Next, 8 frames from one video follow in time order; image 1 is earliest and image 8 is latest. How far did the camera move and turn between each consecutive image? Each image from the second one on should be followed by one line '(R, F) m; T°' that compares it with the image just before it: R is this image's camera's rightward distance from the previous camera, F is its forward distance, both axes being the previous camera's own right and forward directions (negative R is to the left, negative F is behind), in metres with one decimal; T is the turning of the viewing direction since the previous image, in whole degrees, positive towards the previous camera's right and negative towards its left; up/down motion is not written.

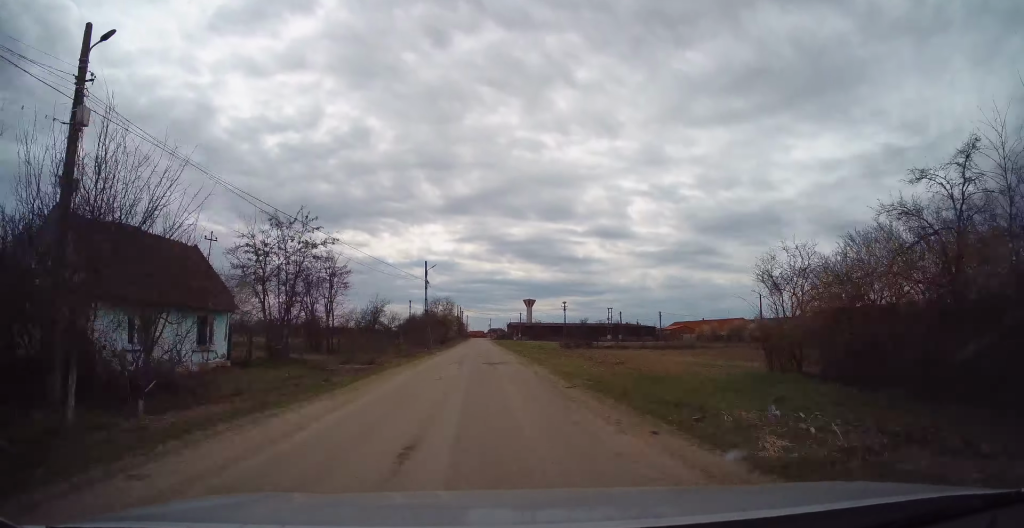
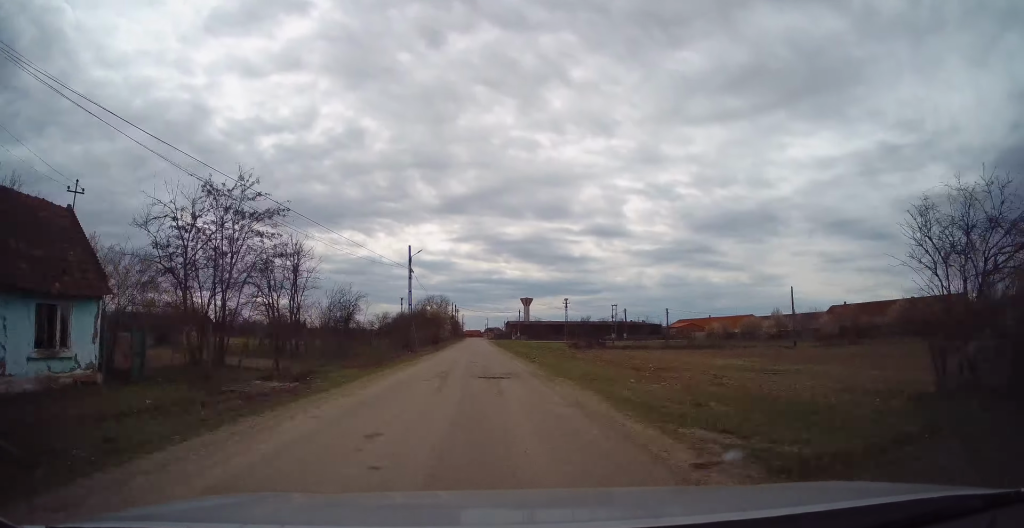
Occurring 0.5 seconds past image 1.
(0.0, +8.5) m; 0°
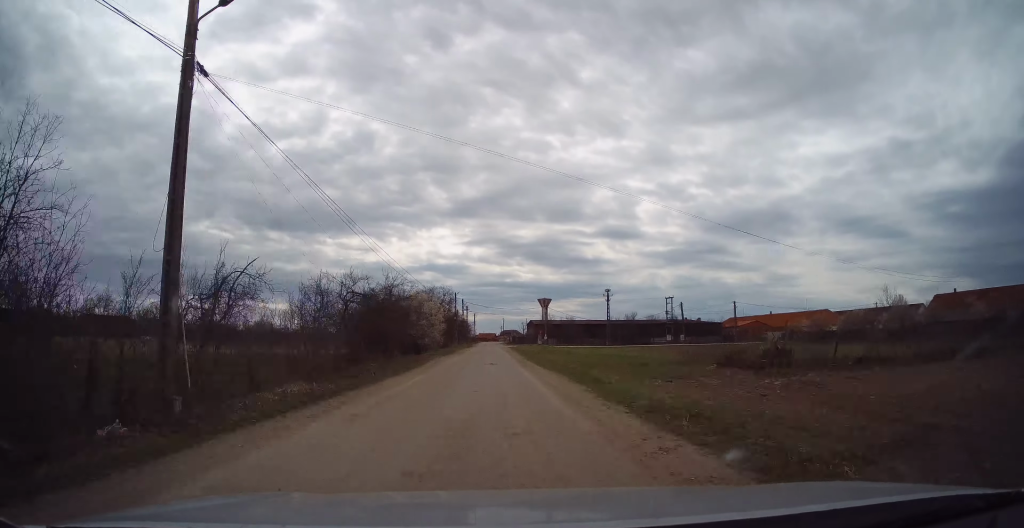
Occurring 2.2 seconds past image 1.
(-0.5, +32.5) m; -1°
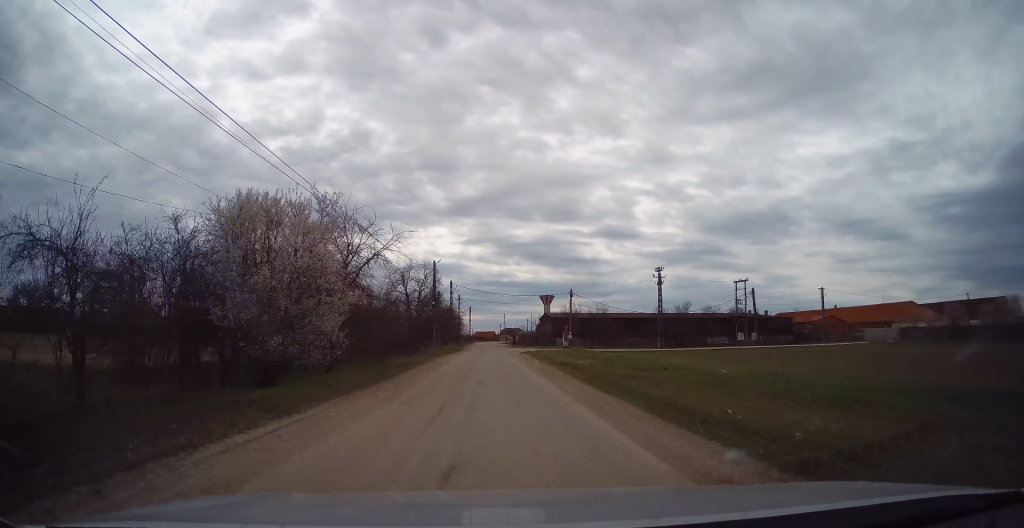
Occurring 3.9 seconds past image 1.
(+0.4, +30.6) m; +1°
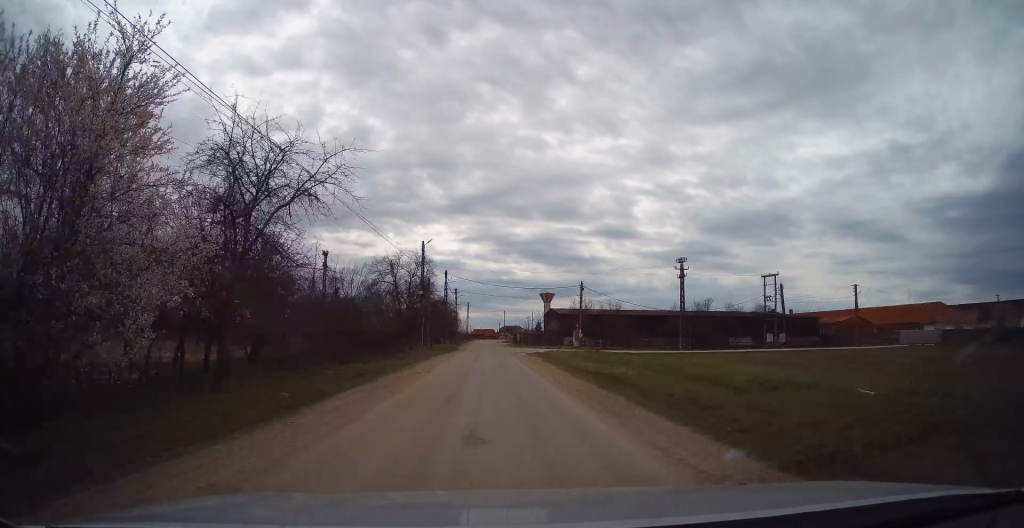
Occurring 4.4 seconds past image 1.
(+0.1, +8.5) m; 0°
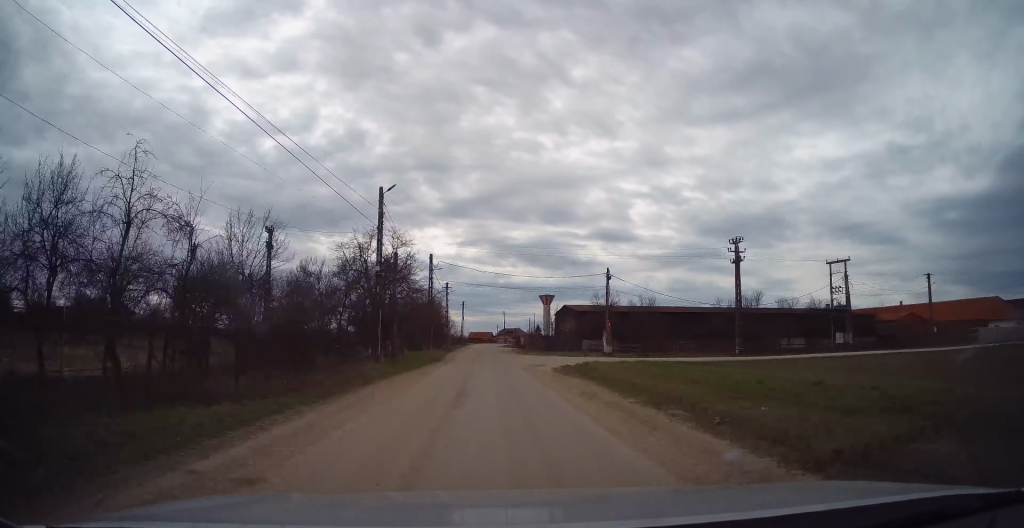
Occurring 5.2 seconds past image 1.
(-0.2, +15.1) m; 0°
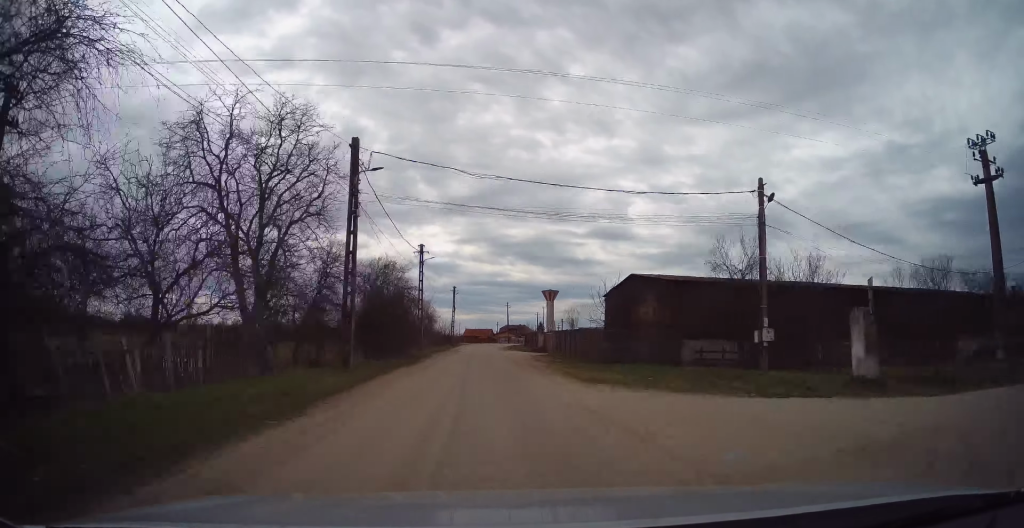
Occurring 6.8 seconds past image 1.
(+0.4, +28.6) m; +1°
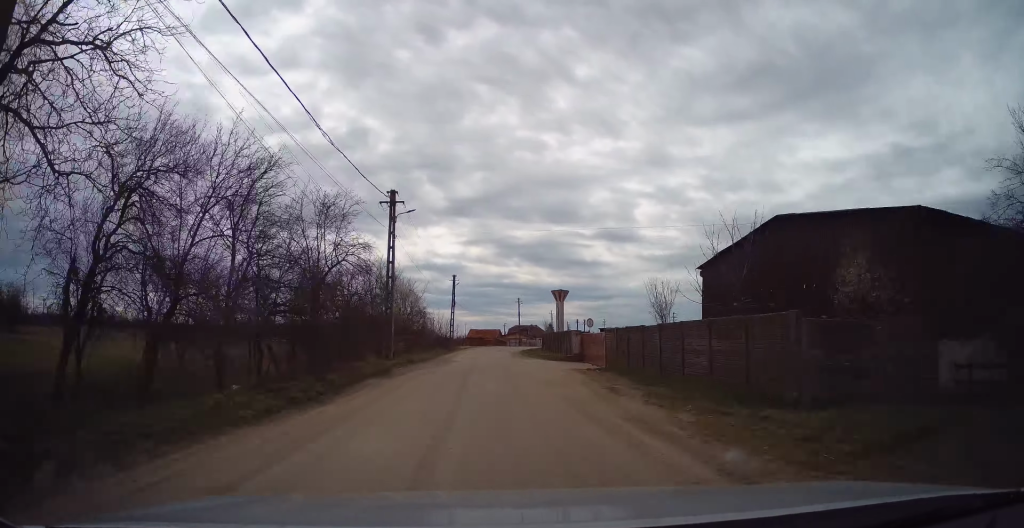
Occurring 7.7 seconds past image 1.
(-0.1, +16.5) m; -1°
